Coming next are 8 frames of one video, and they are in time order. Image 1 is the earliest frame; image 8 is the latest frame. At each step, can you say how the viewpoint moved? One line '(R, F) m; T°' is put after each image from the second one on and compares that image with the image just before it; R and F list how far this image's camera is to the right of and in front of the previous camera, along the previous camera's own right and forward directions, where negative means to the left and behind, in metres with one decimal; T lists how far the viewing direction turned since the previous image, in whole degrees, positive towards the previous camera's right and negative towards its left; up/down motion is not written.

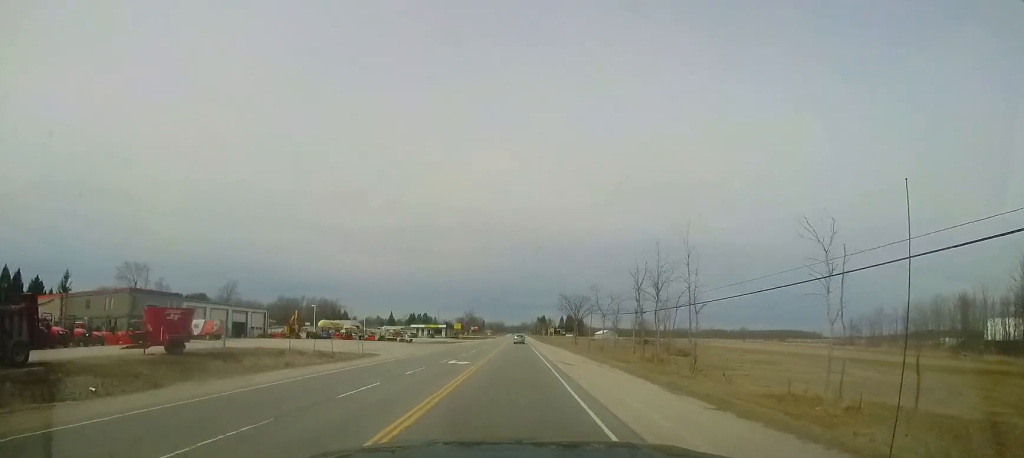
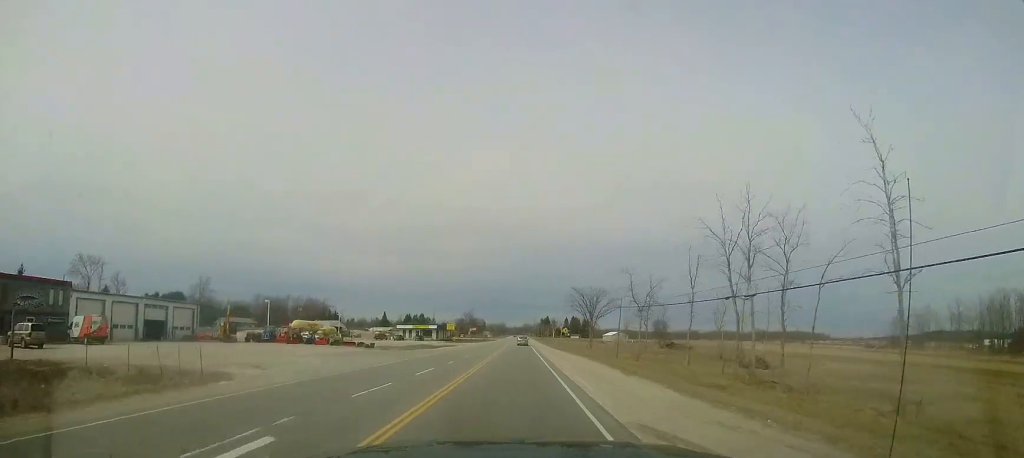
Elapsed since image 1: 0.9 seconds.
(+0.3, +18.0) m; -1°
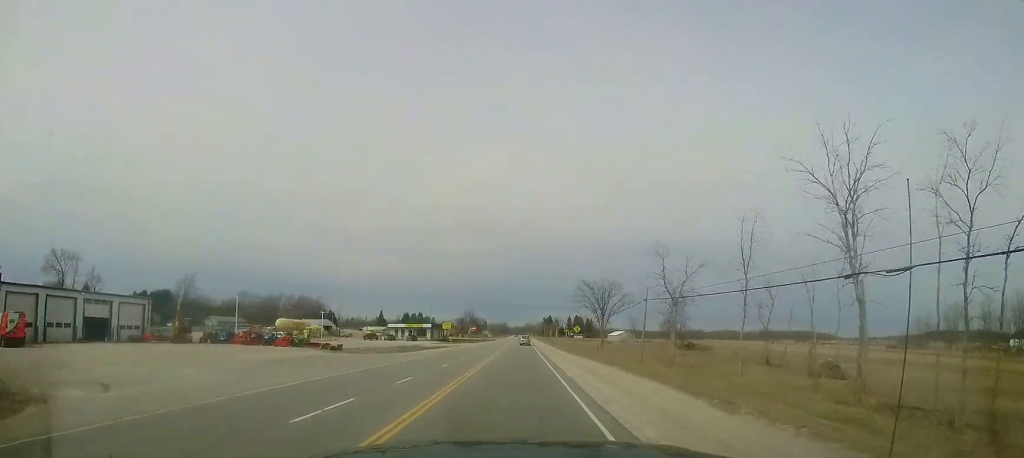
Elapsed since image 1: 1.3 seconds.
(-0.1, +9.3) m; -1°
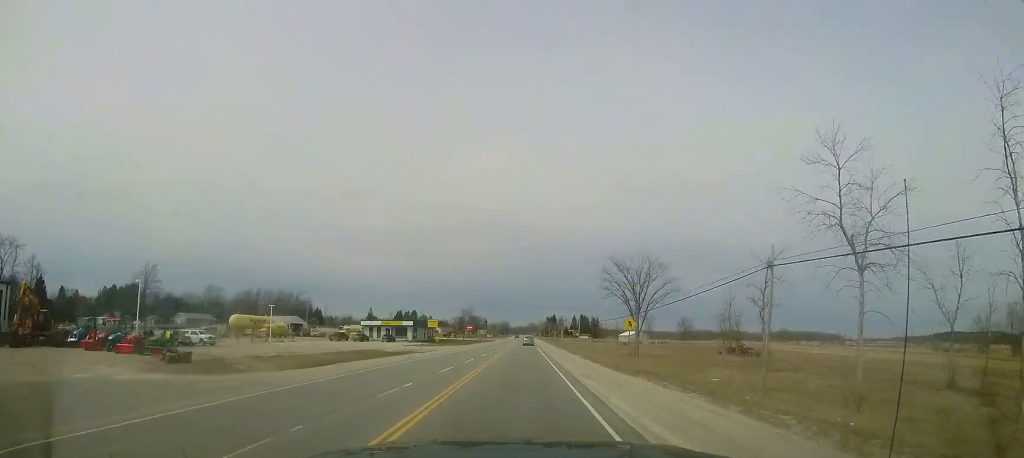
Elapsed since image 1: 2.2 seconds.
(-0.5, +19.9) m; -2°
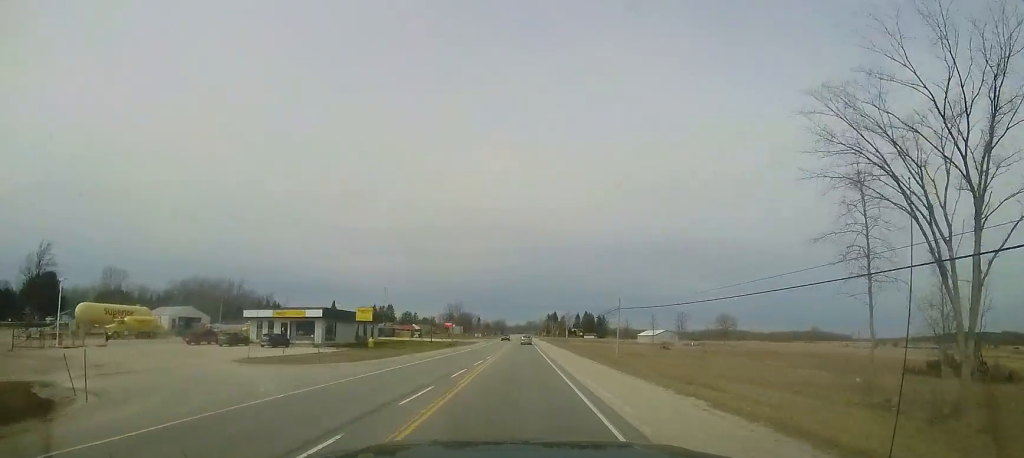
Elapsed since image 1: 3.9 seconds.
(-0.5, +38.7) m; 0°
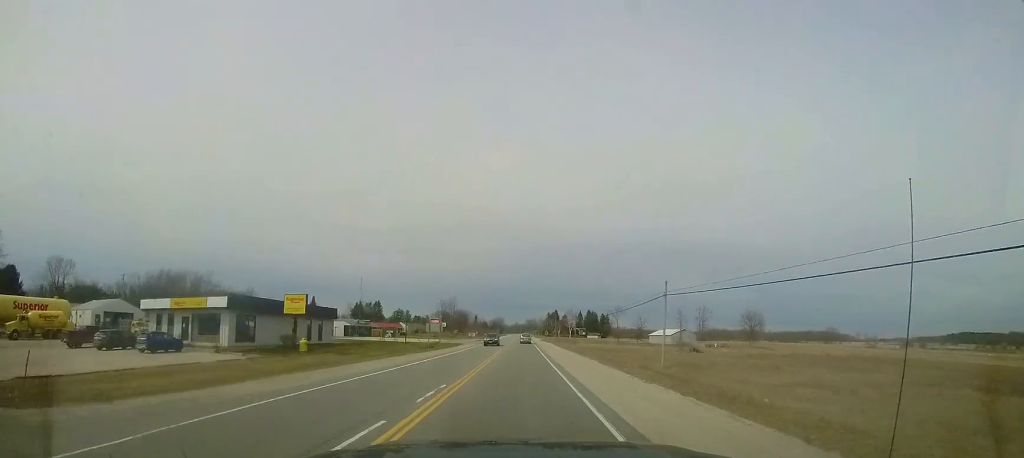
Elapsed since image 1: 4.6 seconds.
(+0.3, +16.9) m; 0°
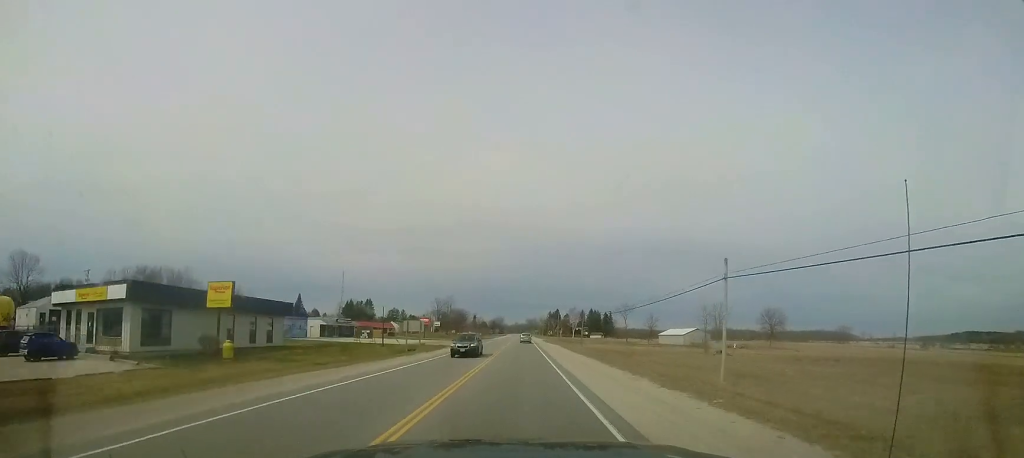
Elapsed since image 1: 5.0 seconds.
(+0.2, +10.5) m; 0°
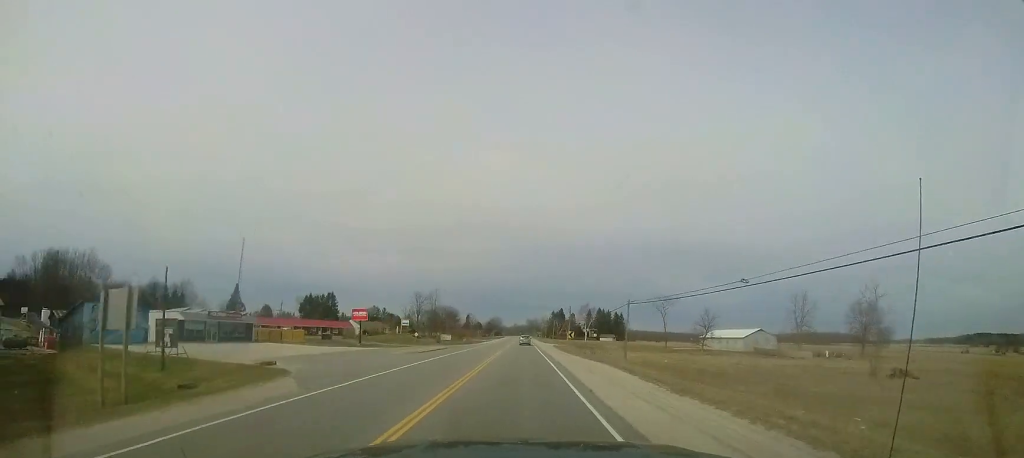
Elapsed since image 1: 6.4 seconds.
(-0.5, +35.3) m; -1°
